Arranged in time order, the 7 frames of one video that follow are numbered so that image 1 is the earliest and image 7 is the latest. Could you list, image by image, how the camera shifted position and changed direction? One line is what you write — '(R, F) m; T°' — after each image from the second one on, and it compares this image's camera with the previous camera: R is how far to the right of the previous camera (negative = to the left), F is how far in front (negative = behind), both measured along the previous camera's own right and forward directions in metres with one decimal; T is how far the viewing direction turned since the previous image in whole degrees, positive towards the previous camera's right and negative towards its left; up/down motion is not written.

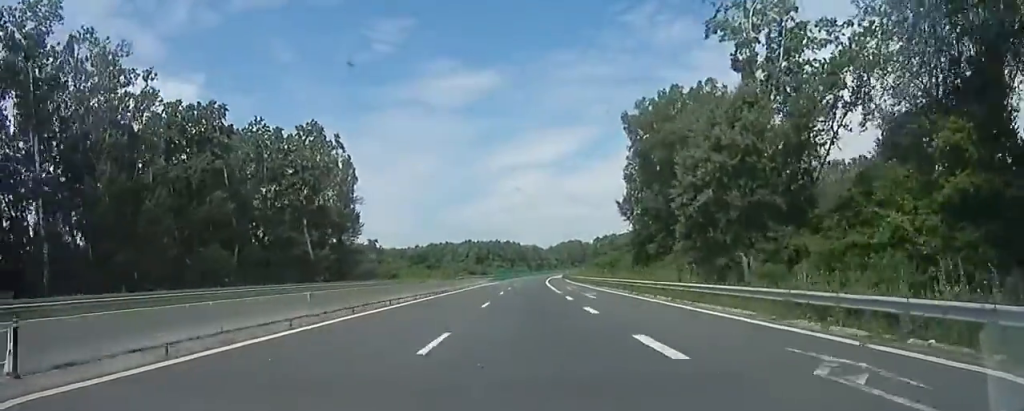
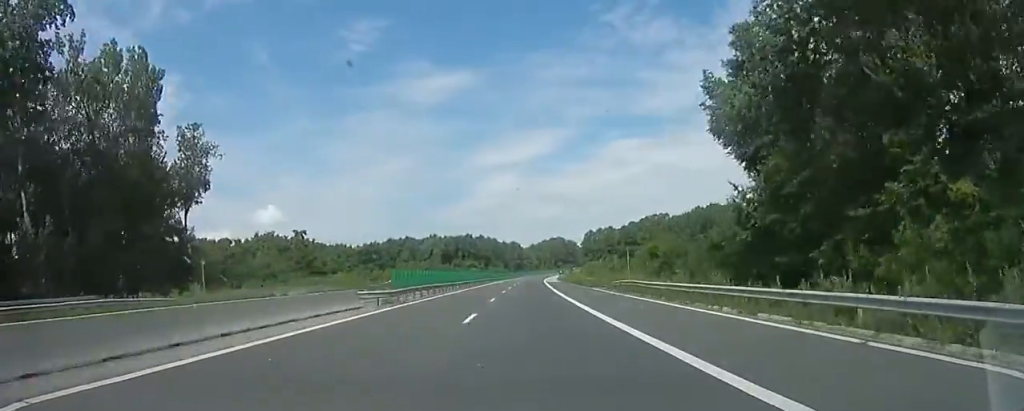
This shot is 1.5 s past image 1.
(+0.9, +54.6) m; +2°
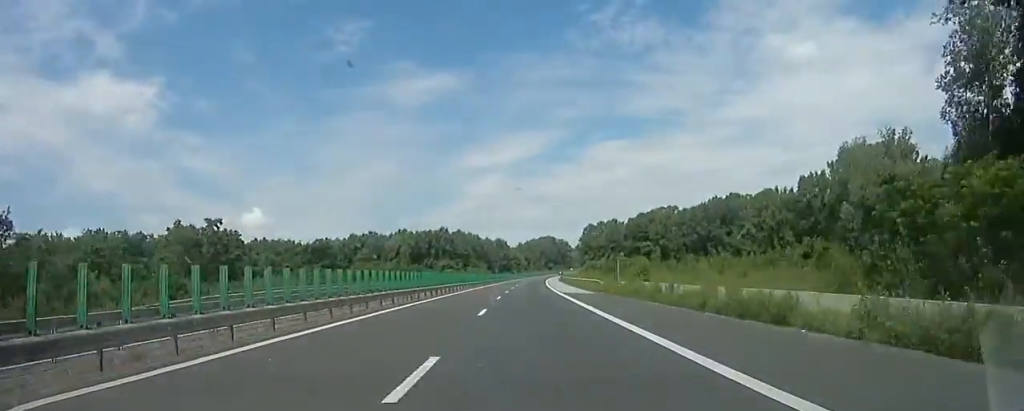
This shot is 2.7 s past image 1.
(+0.8, +42.9) m; +1°
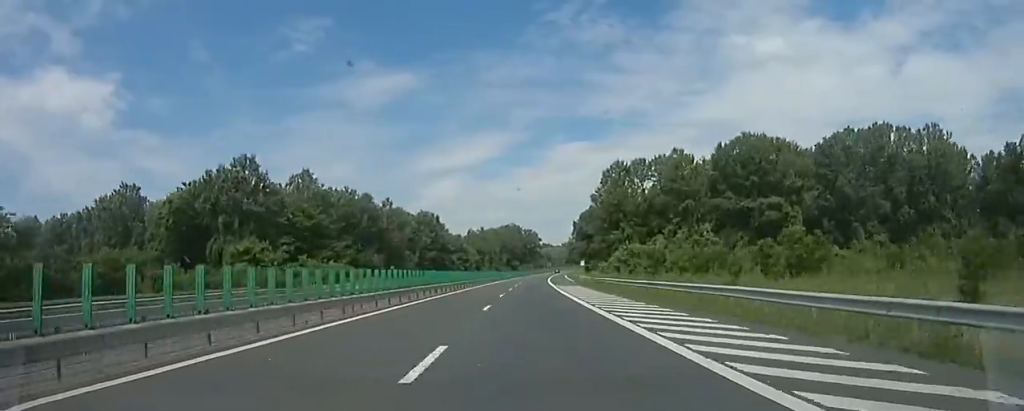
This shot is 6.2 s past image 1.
(+5.9, +124.9) m; +7°
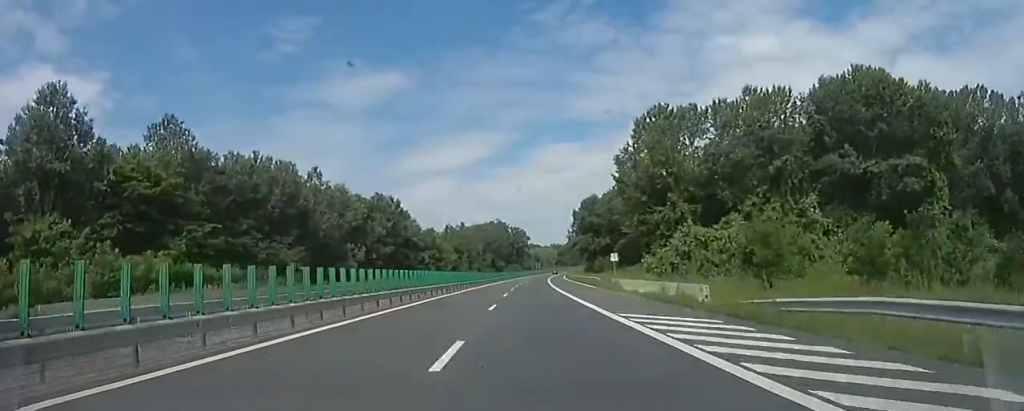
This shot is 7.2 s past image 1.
(+1.7, +34.4) m; +2°
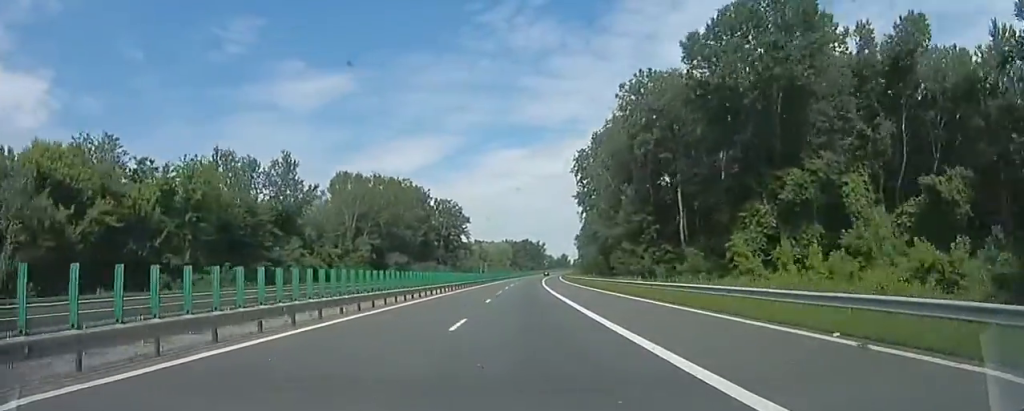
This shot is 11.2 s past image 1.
(+2.7, +141.0) m; +1°
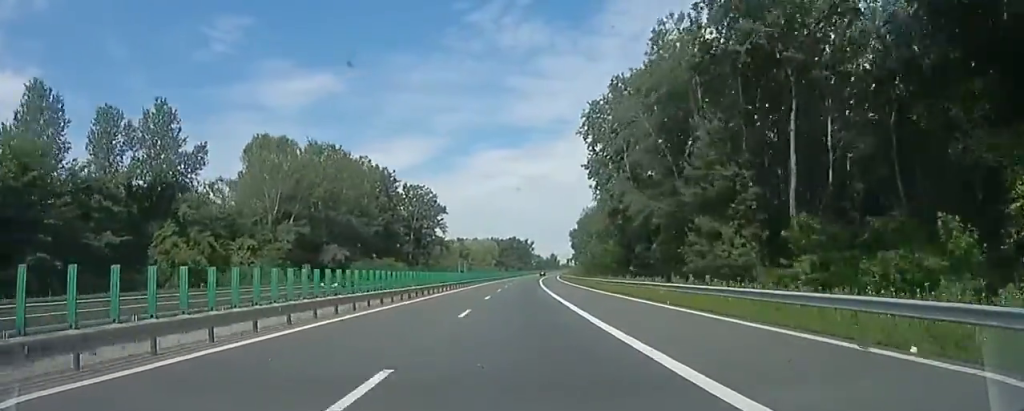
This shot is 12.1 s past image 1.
(0.0, +31.8) m; +1°
